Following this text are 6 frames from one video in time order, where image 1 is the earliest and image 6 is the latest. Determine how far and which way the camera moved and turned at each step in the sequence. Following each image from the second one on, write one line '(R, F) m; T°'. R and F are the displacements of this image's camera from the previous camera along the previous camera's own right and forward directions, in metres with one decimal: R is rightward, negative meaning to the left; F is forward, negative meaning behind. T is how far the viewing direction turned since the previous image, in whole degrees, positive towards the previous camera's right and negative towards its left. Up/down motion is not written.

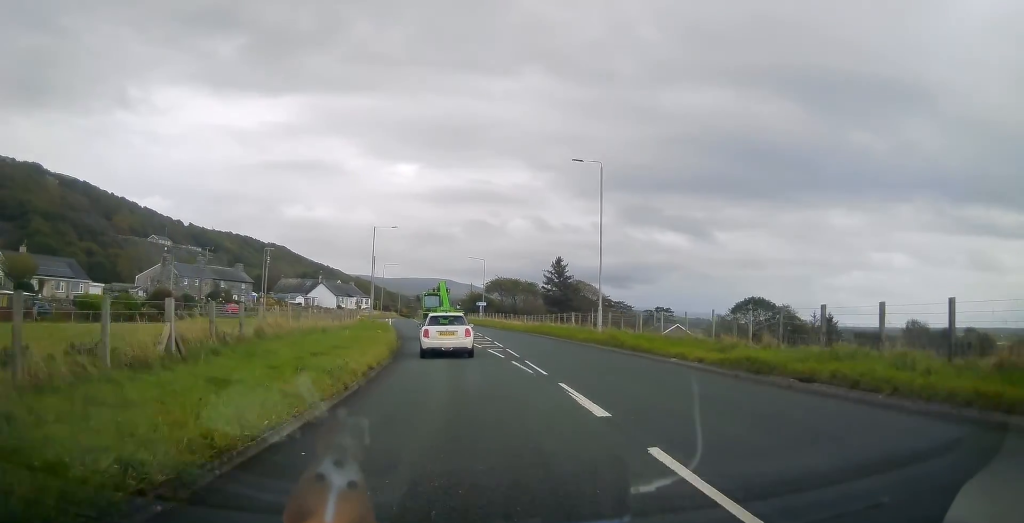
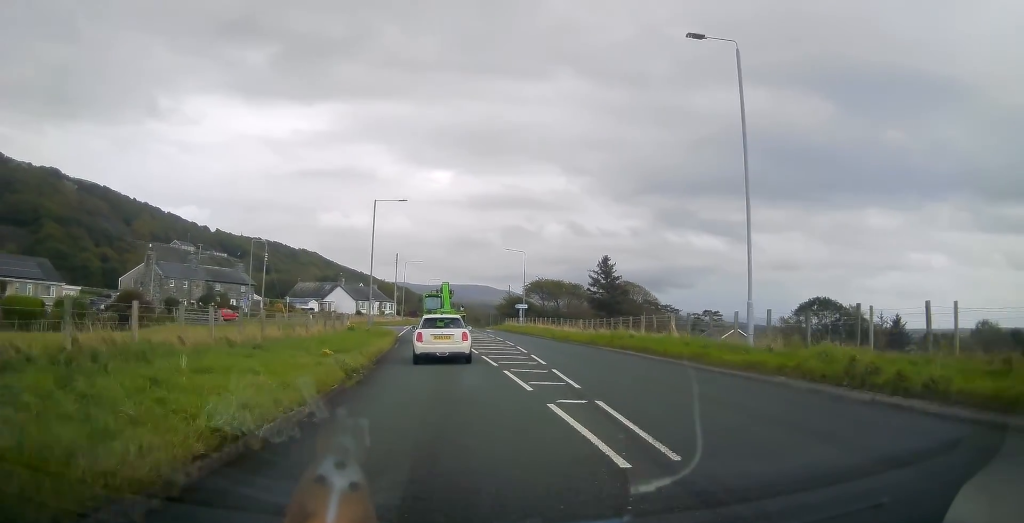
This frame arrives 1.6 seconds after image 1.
(-0.6, +15.5) m; -4°
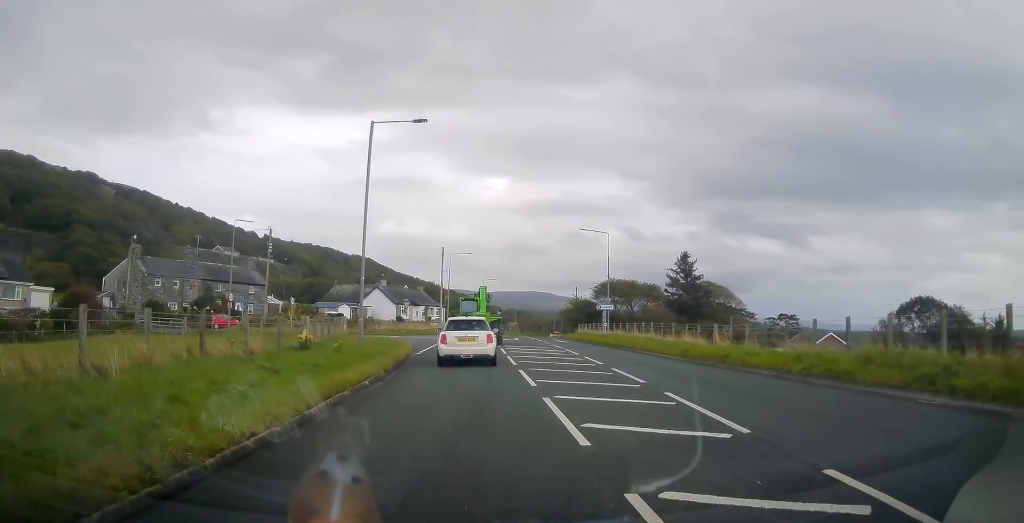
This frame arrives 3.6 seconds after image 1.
(-1.0, +17.1) m; -5°
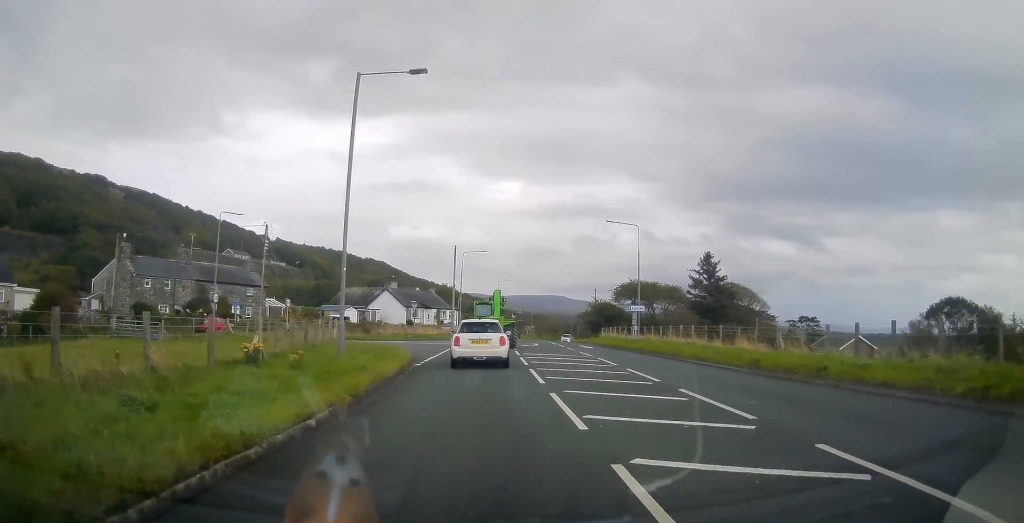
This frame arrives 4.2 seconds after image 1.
(0.0, +4.8) m; -2°
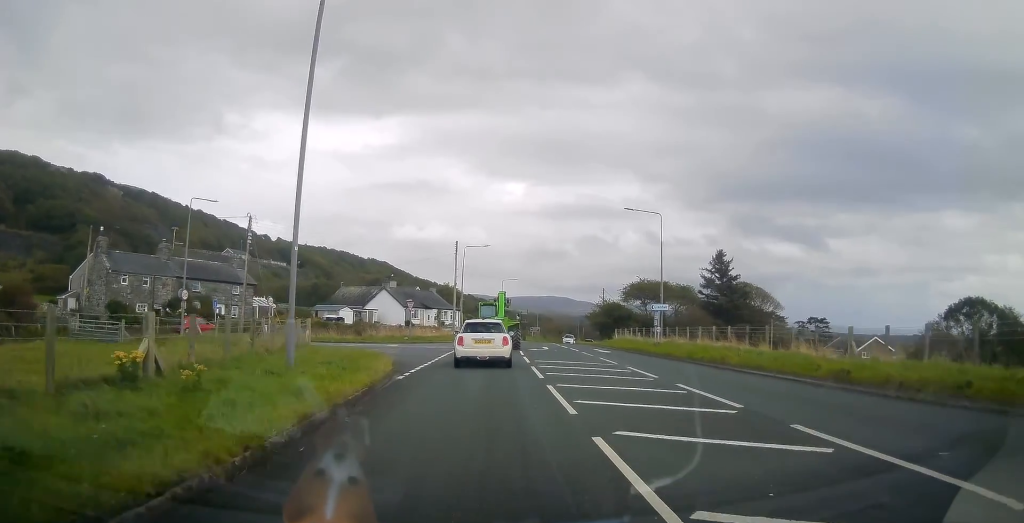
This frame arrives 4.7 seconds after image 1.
(0.0, +4.6) m; -1°
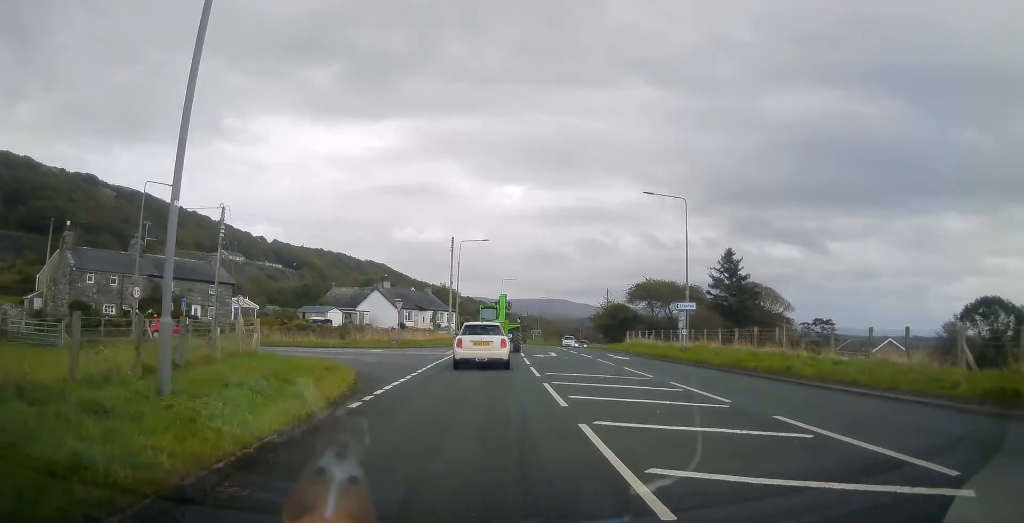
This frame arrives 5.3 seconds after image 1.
(-0.2, +4.8) m; -1°
